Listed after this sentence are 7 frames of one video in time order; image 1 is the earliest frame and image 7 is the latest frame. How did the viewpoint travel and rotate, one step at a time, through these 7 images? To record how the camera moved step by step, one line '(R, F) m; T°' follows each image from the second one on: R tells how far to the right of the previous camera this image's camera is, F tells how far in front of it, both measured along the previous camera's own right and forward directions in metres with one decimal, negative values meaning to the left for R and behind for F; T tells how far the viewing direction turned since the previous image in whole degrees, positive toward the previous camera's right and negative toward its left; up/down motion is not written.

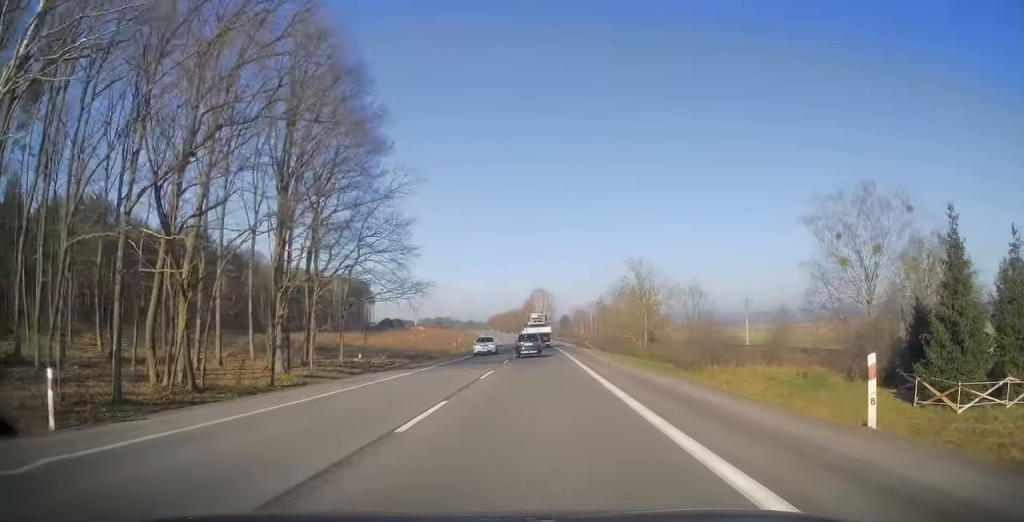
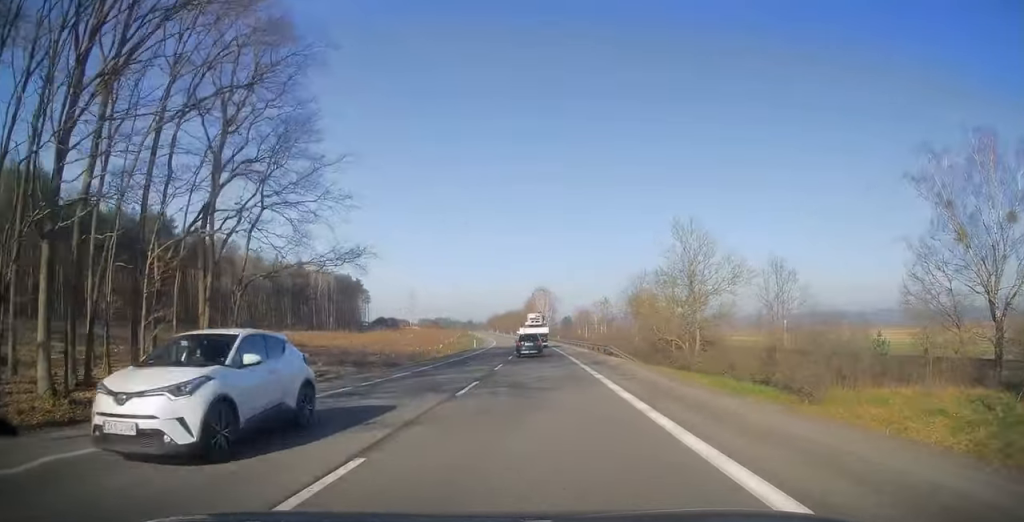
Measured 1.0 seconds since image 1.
(-0.7, +18.3) m; -1°
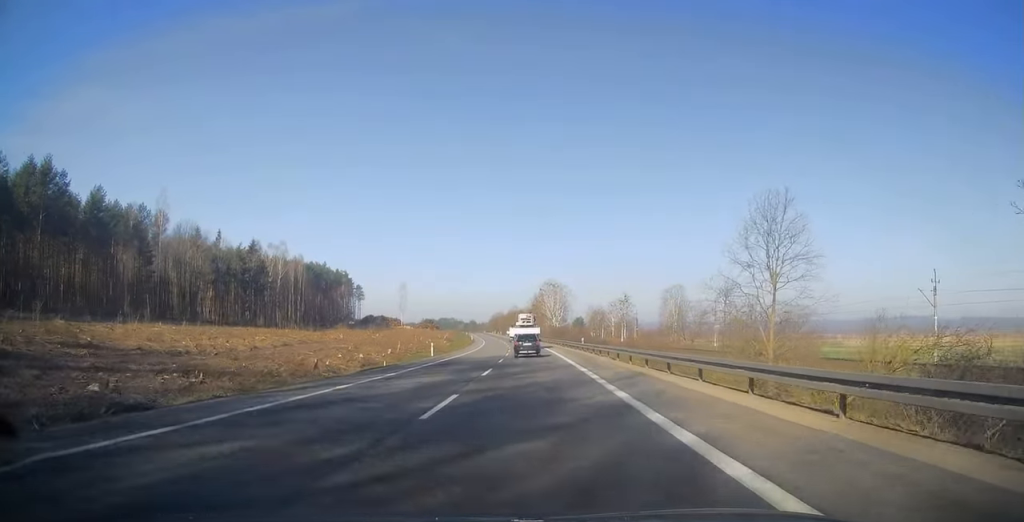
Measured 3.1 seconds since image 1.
(+0.6, +39.8) m; 0°
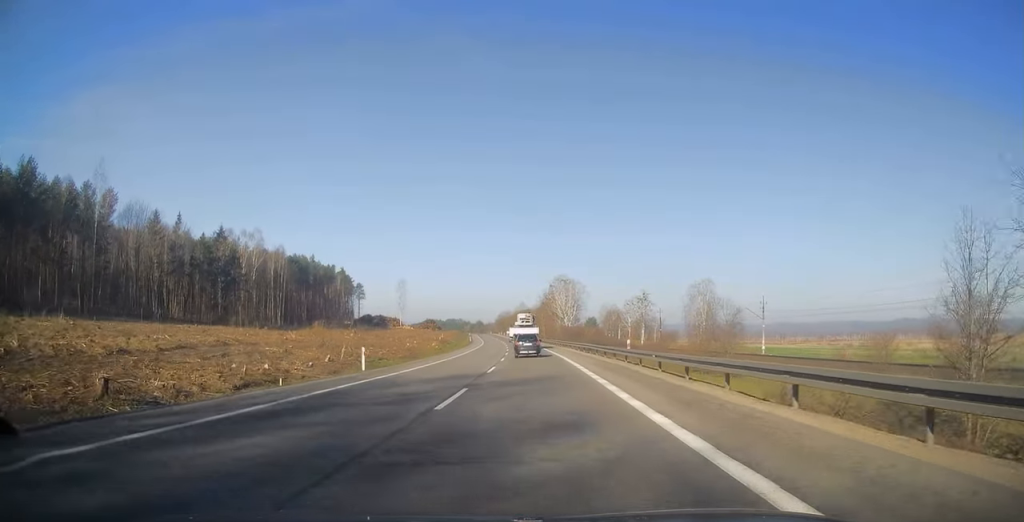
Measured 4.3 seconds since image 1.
(-0.4, +21.9) m; -1°
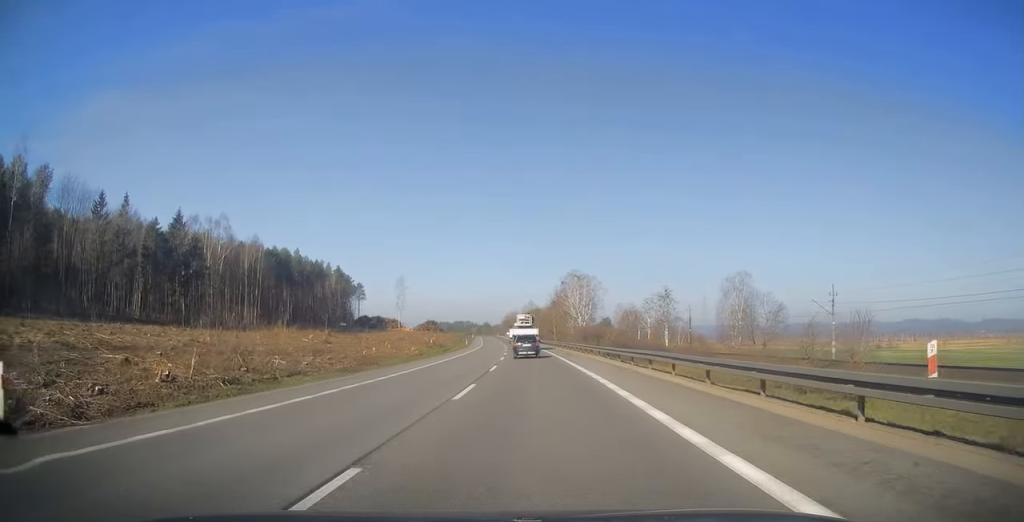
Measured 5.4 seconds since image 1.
(0.0, +21.9) m; -1°
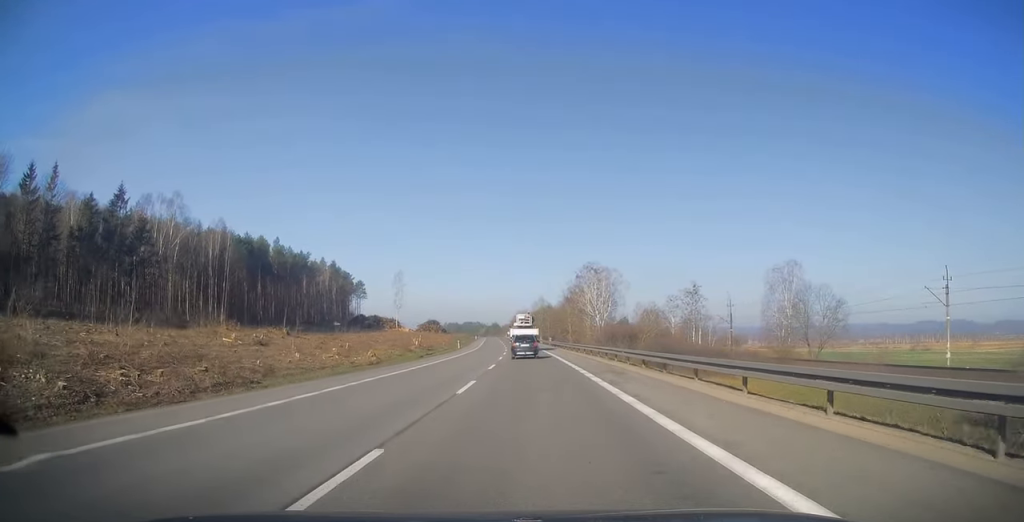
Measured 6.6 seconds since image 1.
(-0.4, +23.0) m; -2°
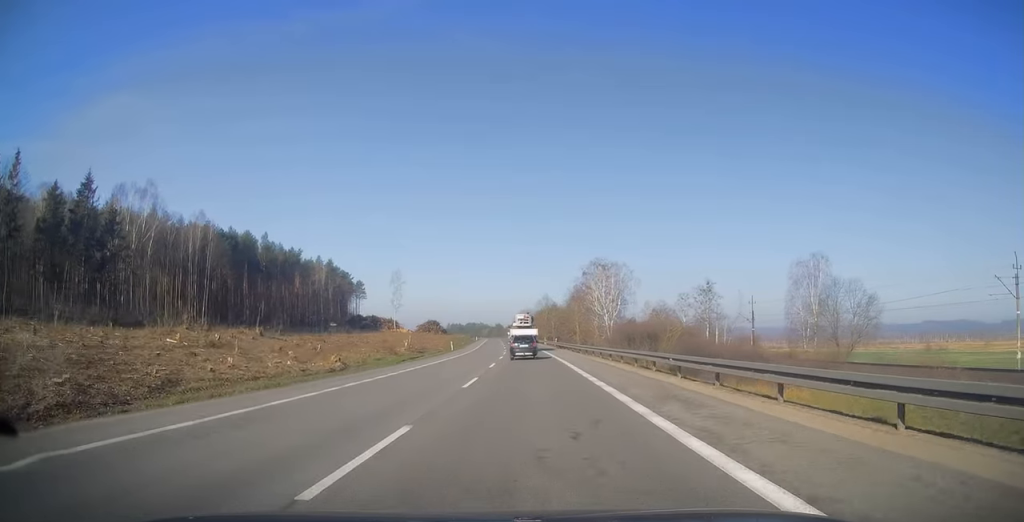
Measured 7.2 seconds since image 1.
(0.0, +10.1) m; 0°
